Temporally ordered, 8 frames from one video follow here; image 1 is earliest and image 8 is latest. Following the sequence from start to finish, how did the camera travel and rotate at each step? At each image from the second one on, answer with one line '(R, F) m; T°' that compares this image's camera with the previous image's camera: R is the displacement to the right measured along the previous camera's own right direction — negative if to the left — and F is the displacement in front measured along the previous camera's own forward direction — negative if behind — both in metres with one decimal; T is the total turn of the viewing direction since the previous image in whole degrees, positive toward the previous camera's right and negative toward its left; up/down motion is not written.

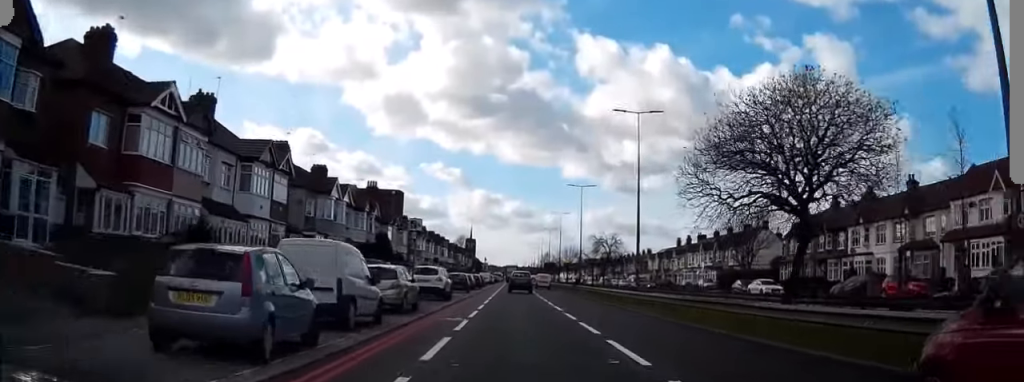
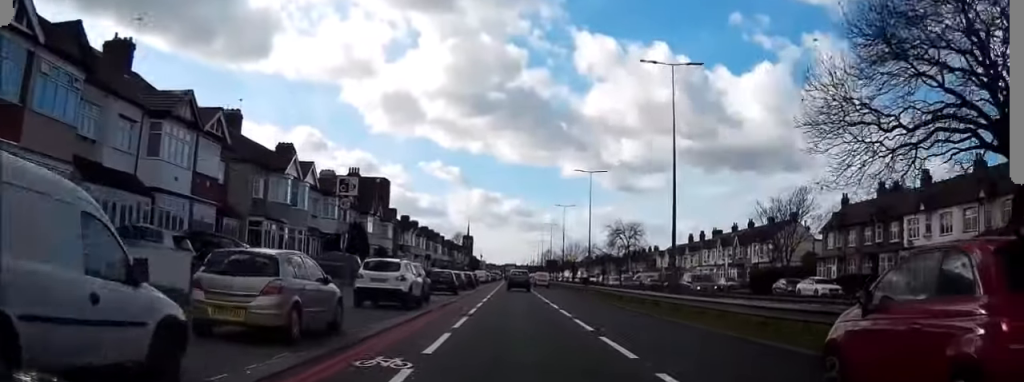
(0.0, +11.1) m; 0°
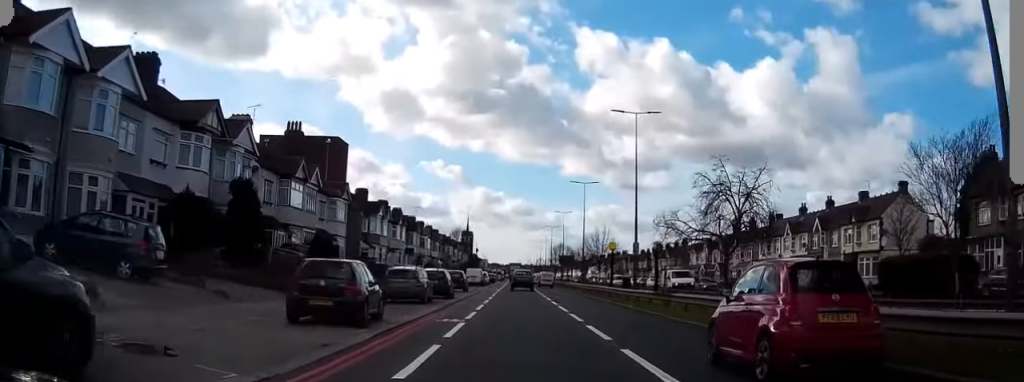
(0.0, +26.8) m; 0°
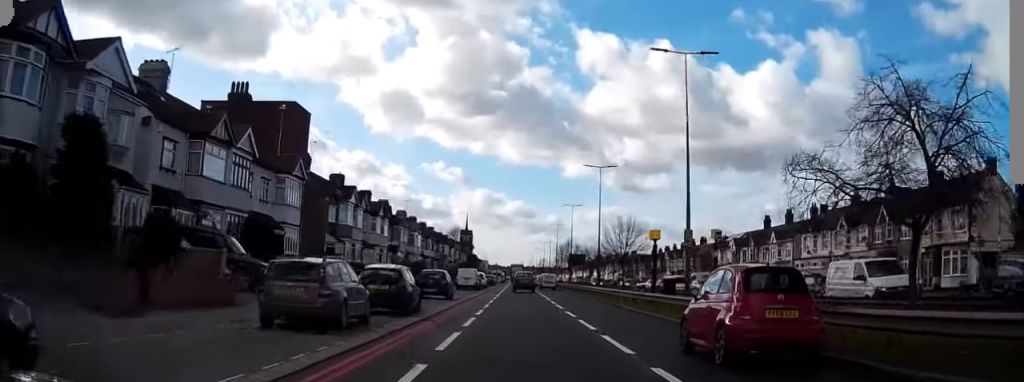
(-0.1, +14.3) m; +1°
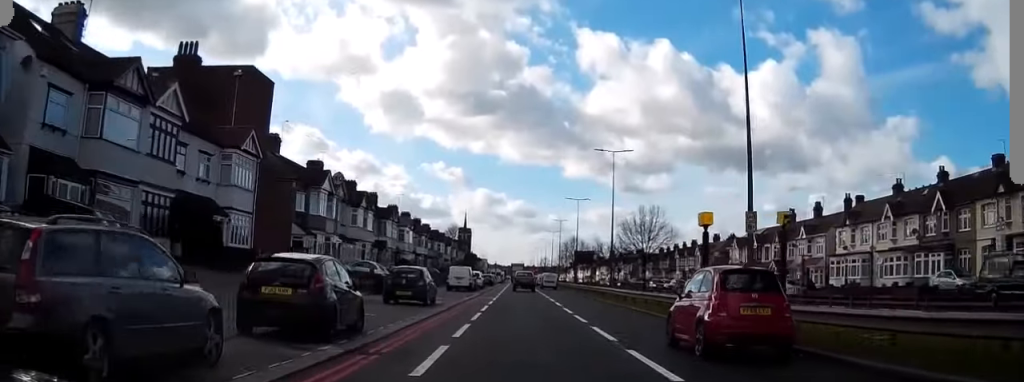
(+0.2, +9.2) m; 0°
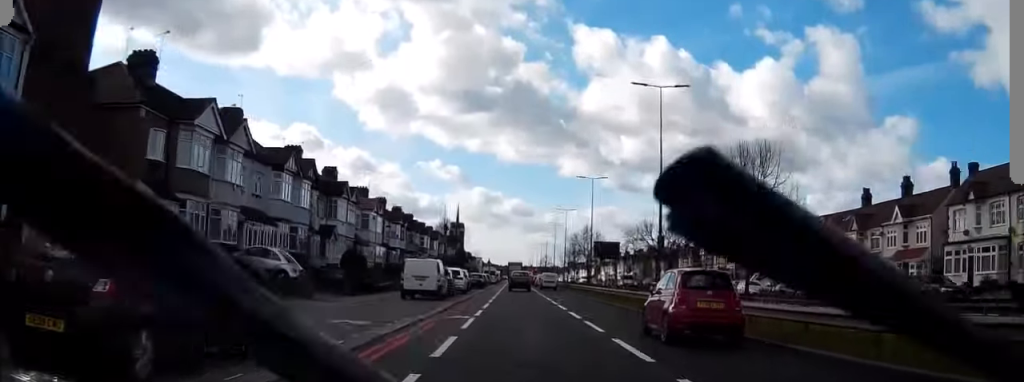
(-0.3, +21.7) m; -1°
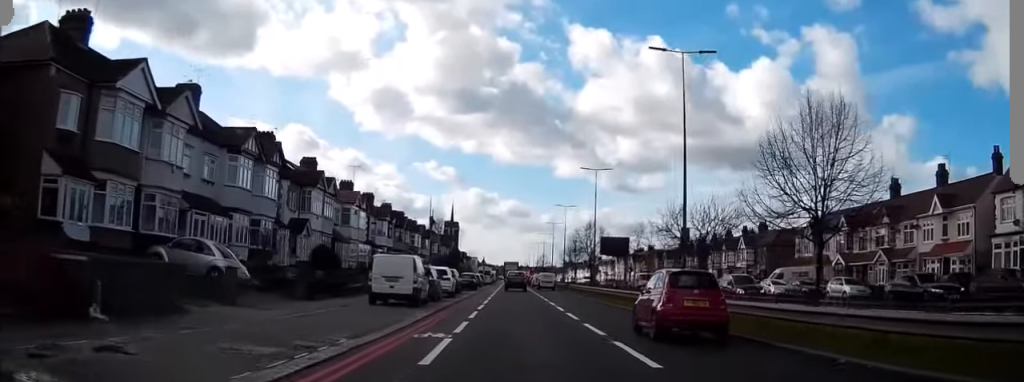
(-0.1, +6.8) m; 0°
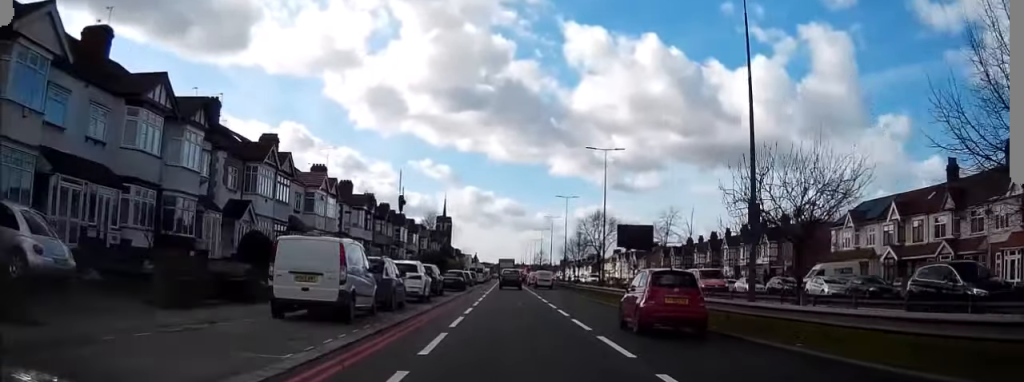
(+0.2, +10.7) m; 0°
